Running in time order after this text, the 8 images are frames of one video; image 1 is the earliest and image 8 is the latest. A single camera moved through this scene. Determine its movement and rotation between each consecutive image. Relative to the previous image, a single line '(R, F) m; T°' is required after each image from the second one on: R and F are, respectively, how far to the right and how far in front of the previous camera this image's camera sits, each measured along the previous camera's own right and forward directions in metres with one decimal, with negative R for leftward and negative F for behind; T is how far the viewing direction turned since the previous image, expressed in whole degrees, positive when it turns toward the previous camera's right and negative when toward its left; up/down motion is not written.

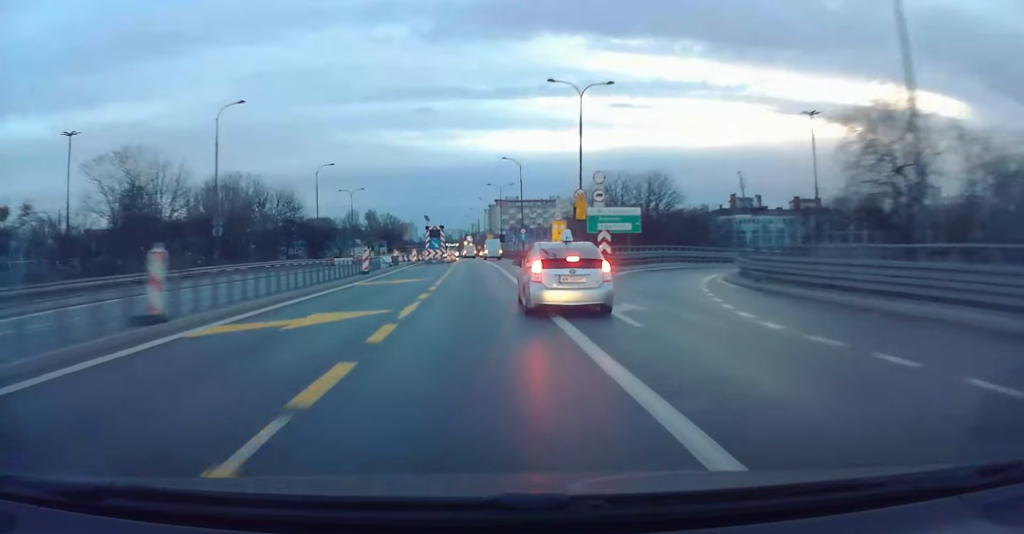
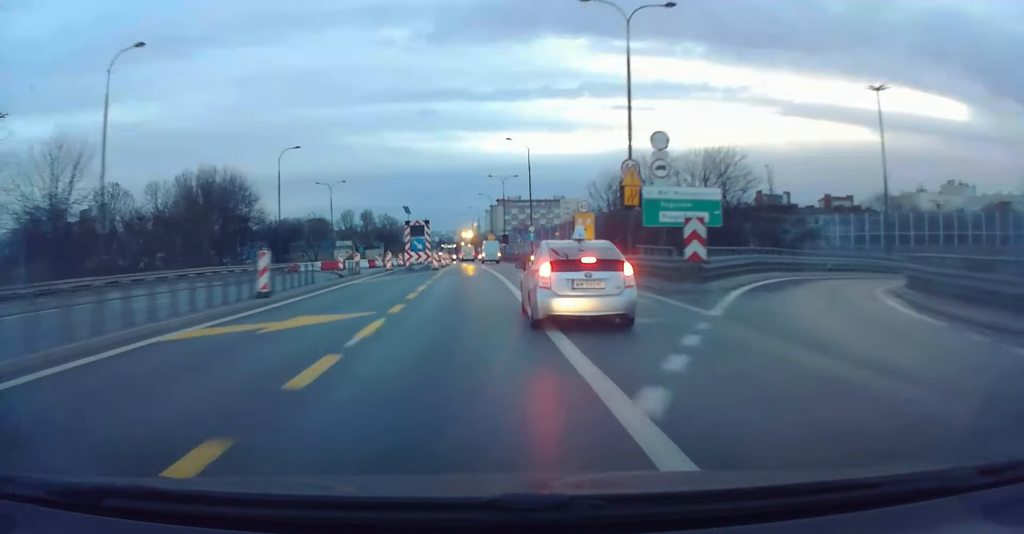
(-0.7, +16.8) m; 0°
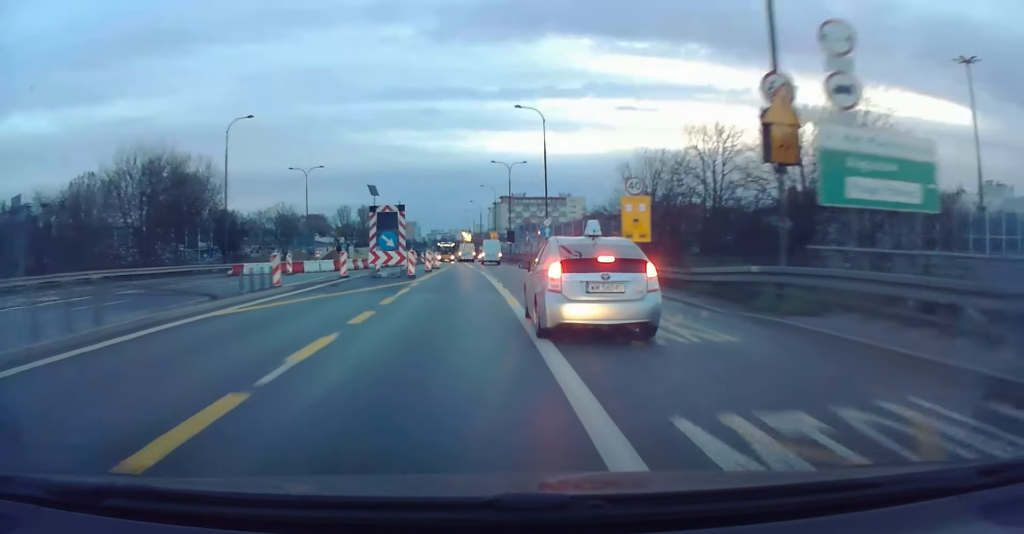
(+0.8, +16.4) m; 0°
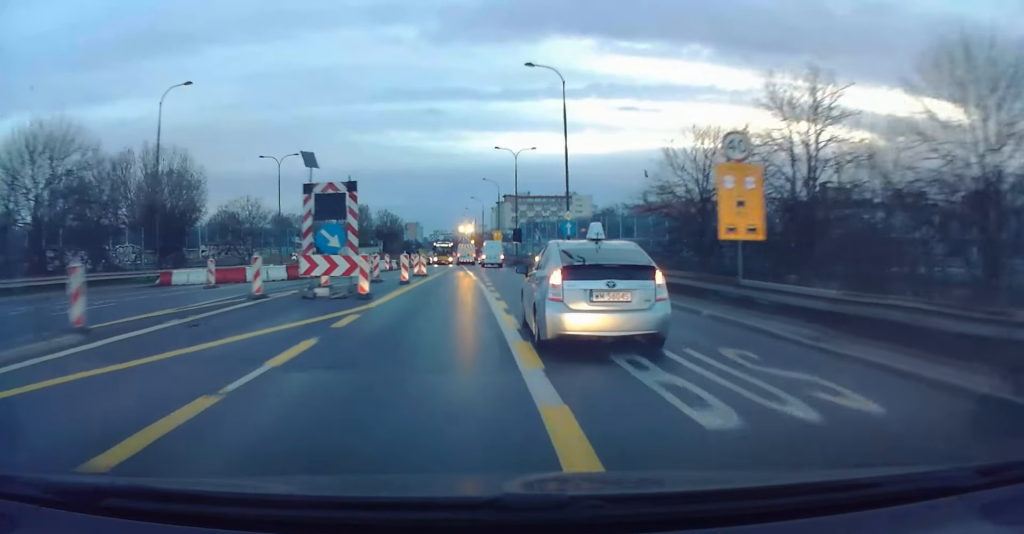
(-0.6, +13.2) m; -1°
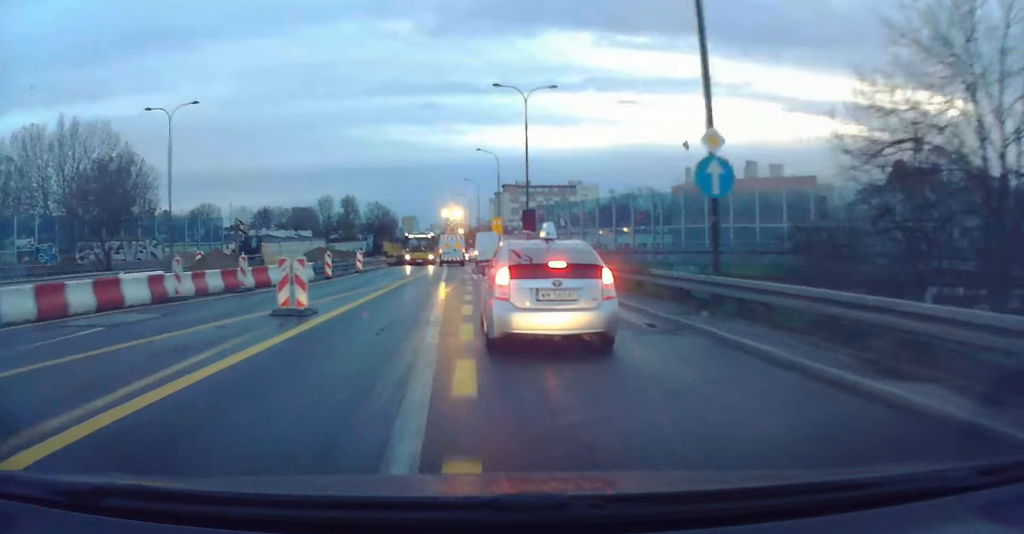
(-0.4, +25.6) m; -4°
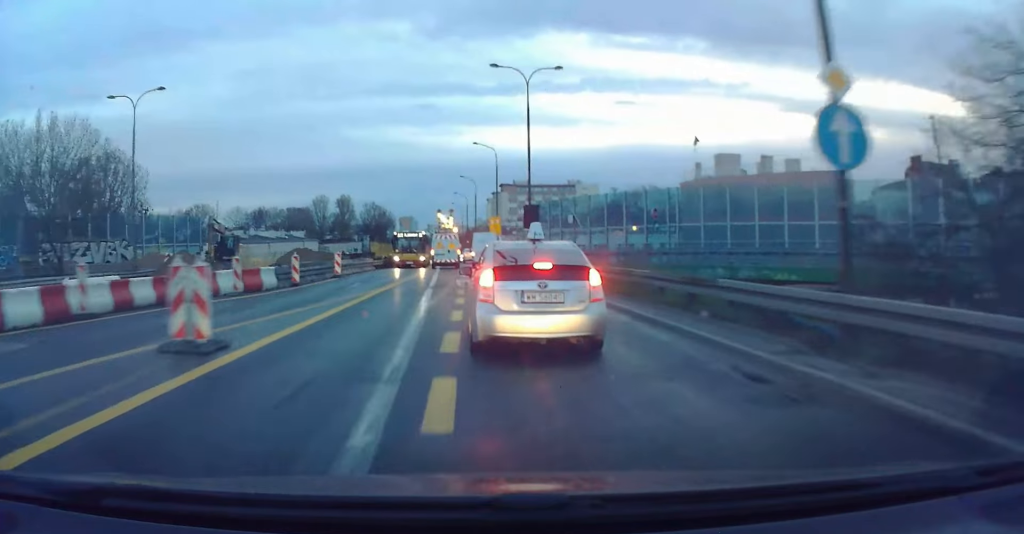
(0.0, +4.7) m; 0°
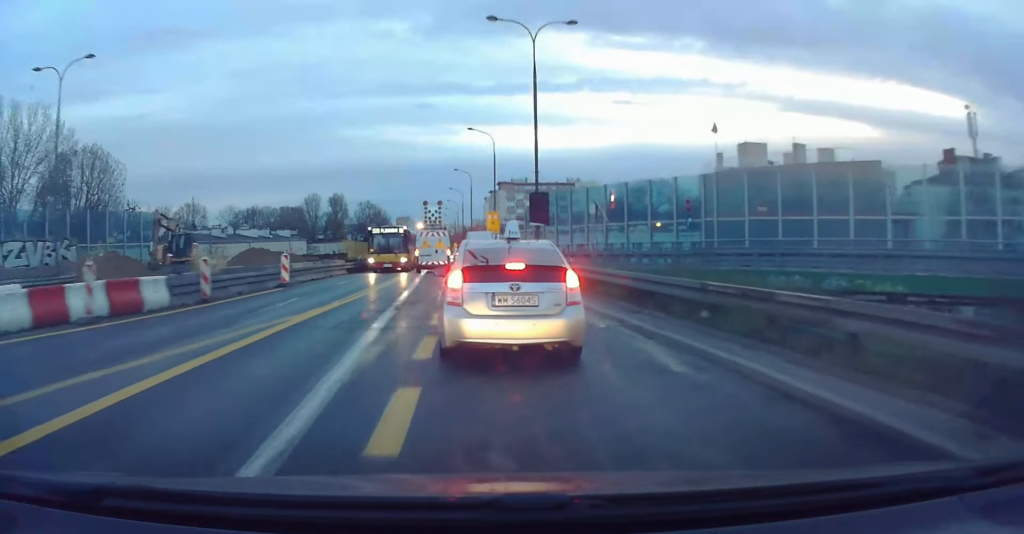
(0.0, +8.1) m; +1°
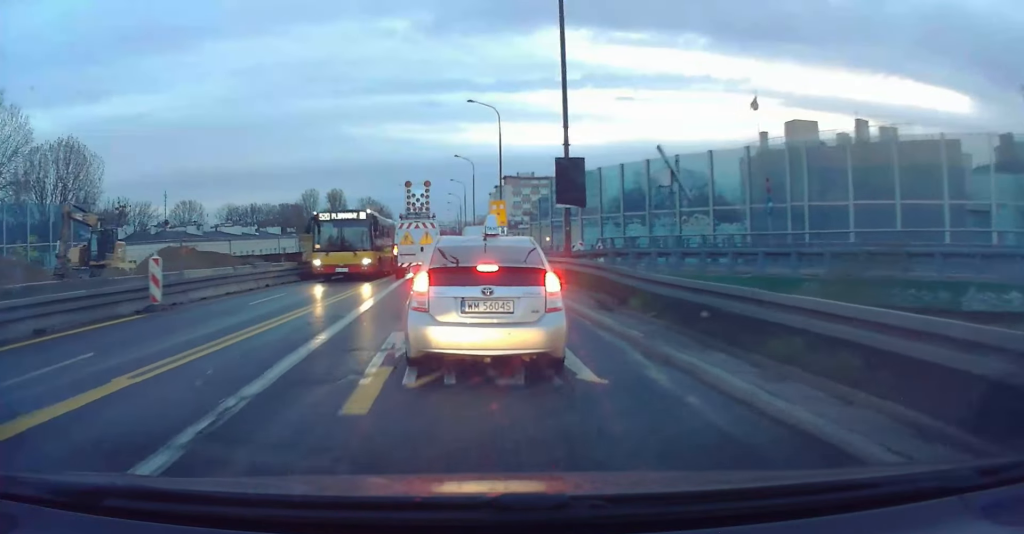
(+0.1, +11.1) m; -1°
